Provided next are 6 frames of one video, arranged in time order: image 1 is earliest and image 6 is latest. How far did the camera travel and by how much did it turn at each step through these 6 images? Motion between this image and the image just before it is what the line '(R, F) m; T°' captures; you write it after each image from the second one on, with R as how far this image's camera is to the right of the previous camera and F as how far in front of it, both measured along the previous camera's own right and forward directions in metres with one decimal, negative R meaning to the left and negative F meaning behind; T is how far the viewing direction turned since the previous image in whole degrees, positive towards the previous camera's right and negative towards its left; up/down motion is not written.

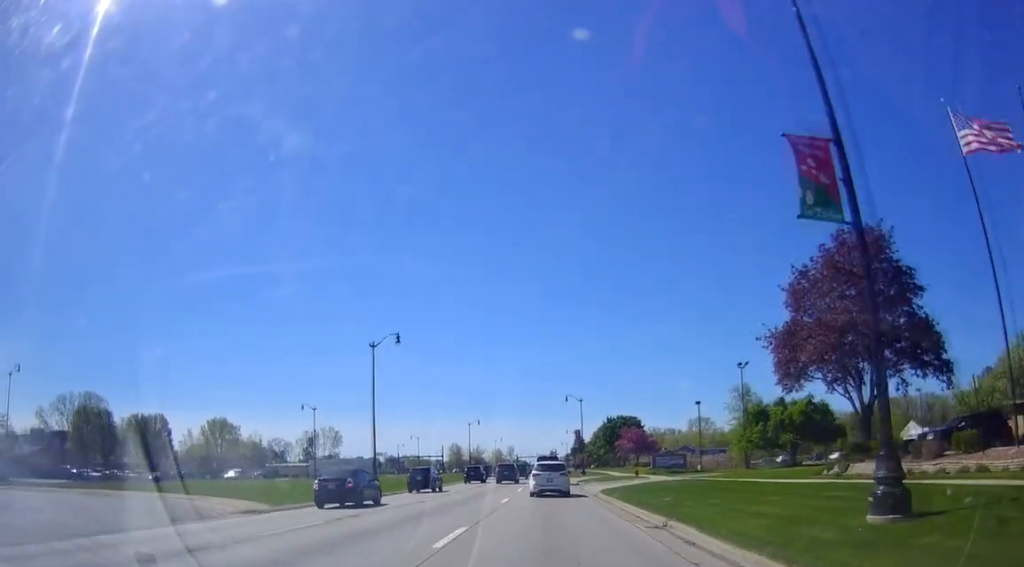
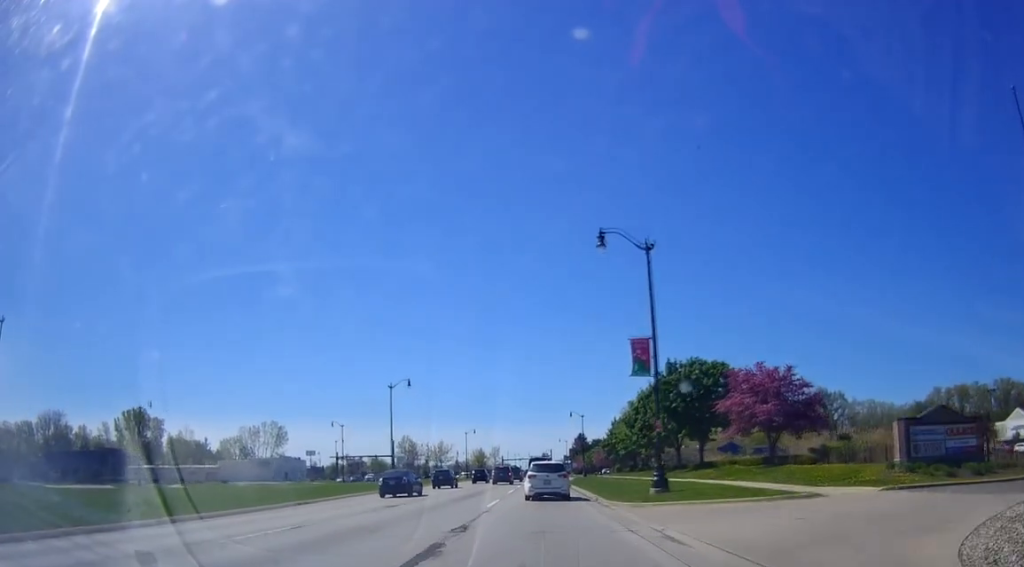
(+1.6, +61.1) m; +1°
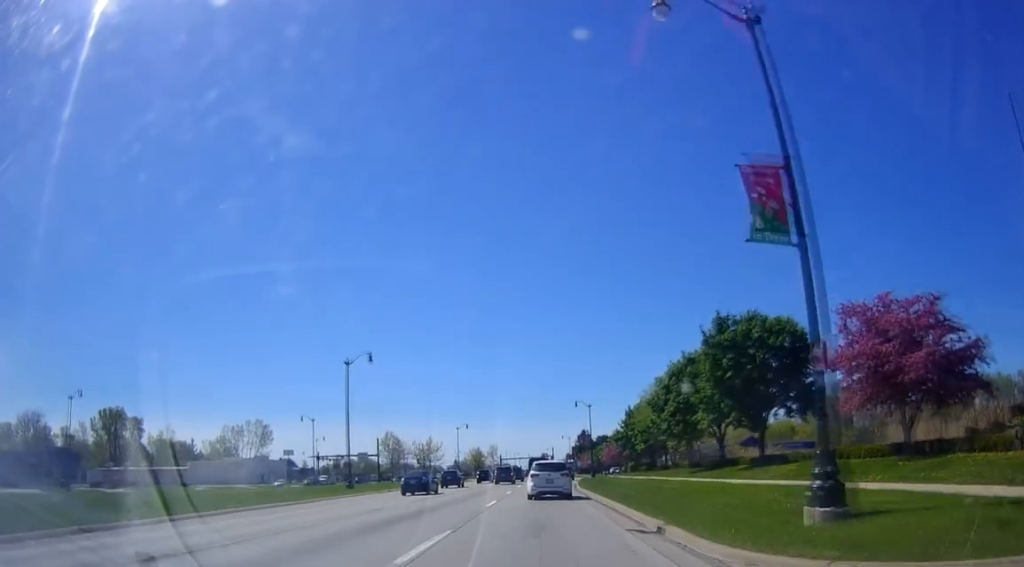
(+0.4, +15.3) m; +1°
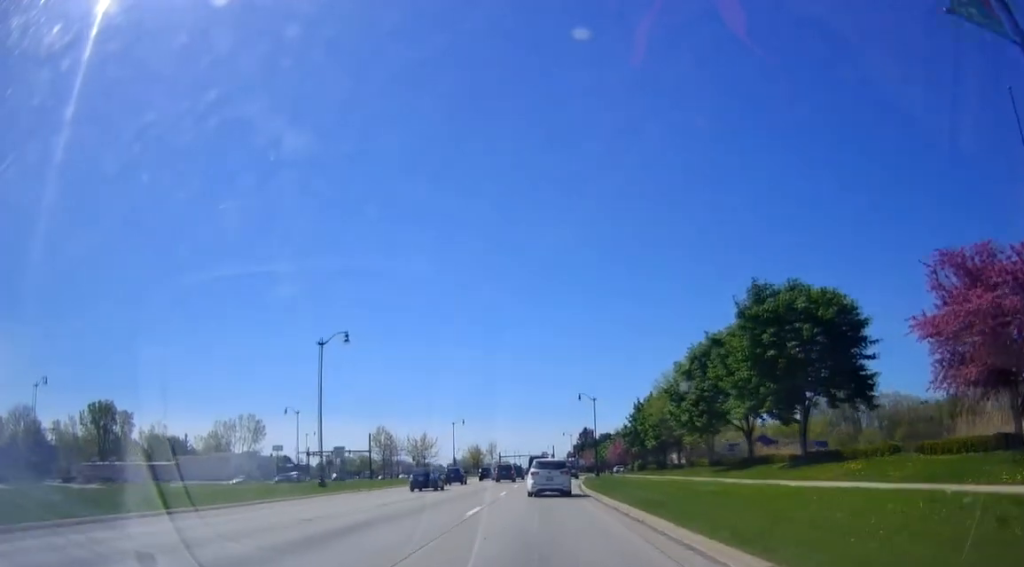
(0.0, +6.7) m; 0°
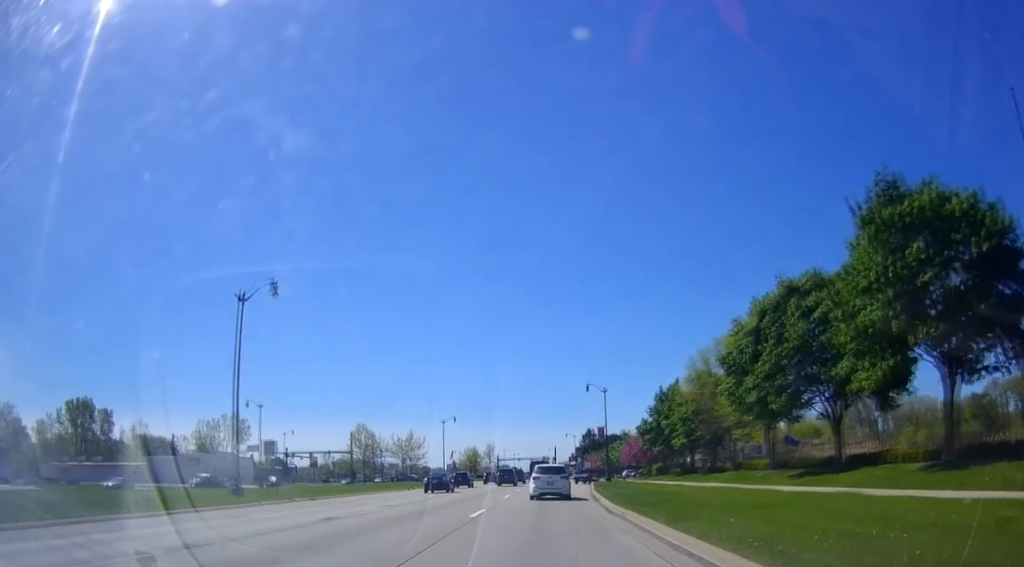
(0.0, +13.4) m; -2°
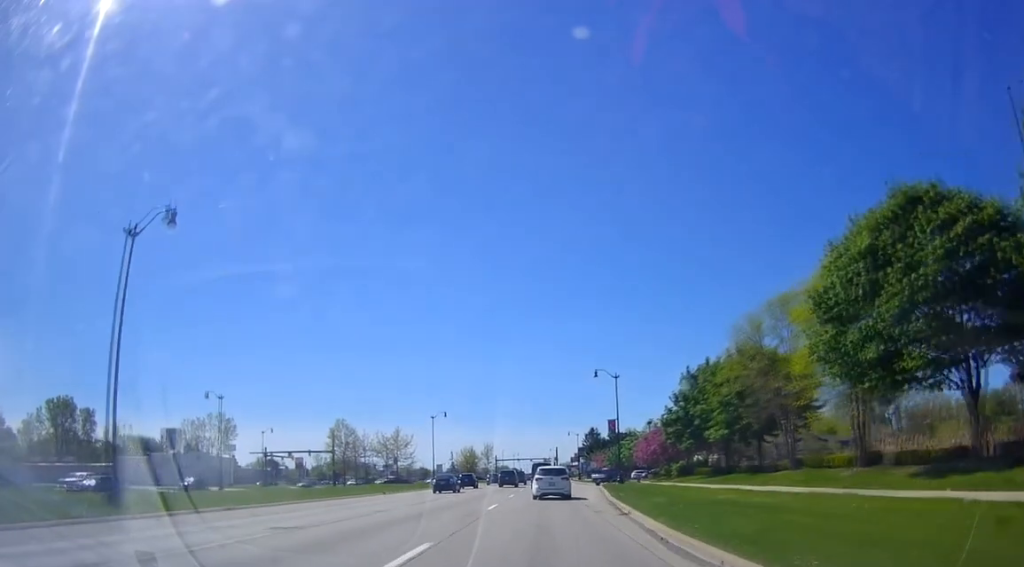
(-0.1, +11.0) m; -2°
